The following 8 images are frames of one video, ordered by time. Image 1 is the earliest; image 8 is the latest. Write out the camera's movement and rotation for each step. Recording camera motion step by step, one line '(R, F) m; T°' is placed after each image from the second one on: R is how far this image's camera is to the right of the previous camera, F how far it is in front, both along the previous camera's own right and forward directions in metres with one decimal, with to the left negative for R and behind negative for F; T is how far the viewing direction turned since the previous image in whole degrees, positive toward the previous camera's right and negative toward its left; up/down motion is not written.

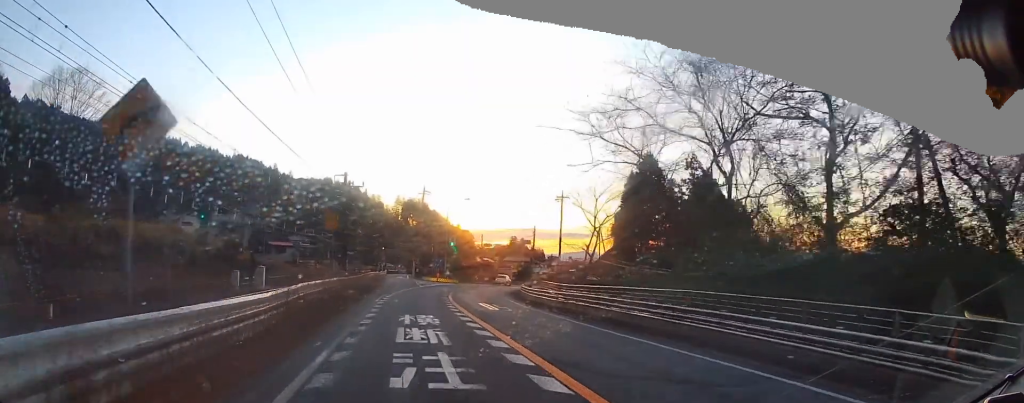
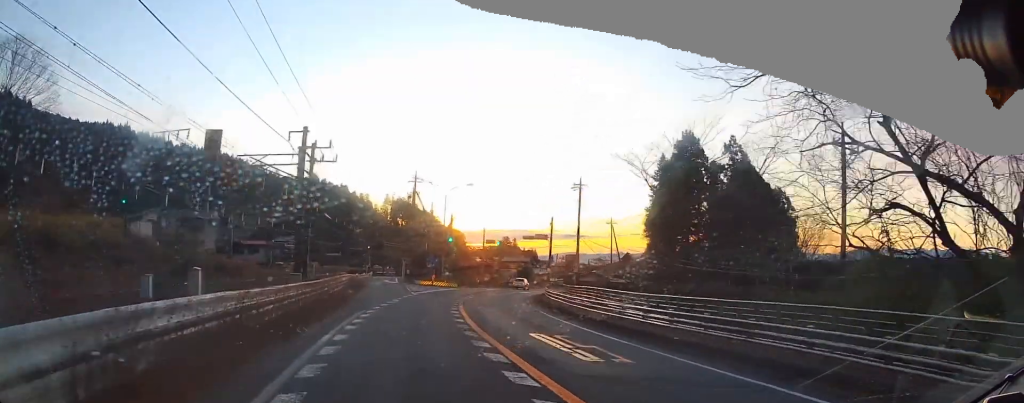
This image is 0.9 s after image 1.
(-0.4, +14.2) m; 0°
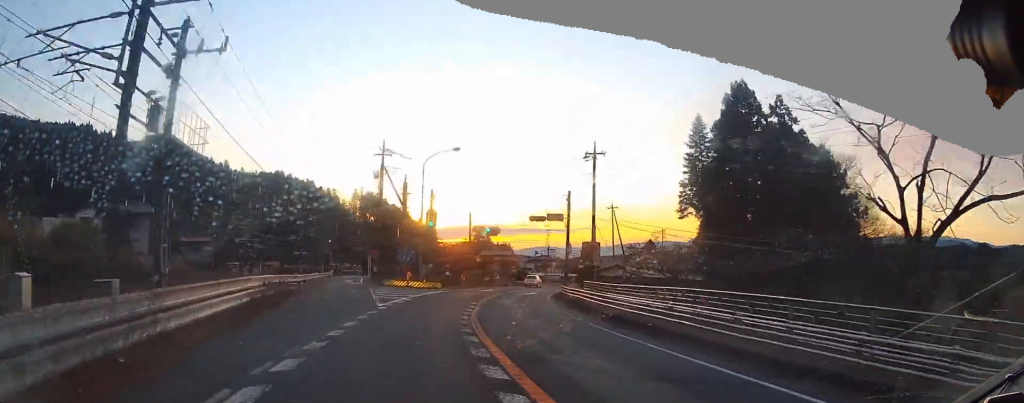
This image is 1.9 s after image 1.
(+0.8, +17.3) m; +3°
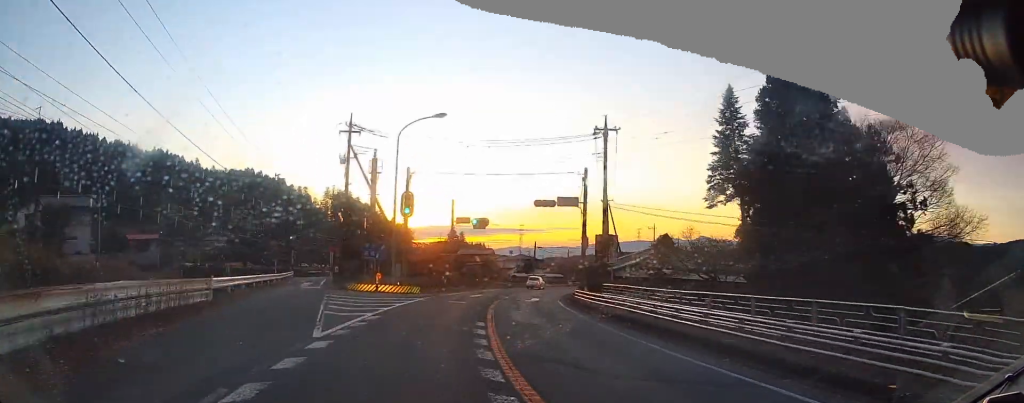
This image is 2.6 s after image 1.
(+0.4, +10.7) m; 0°
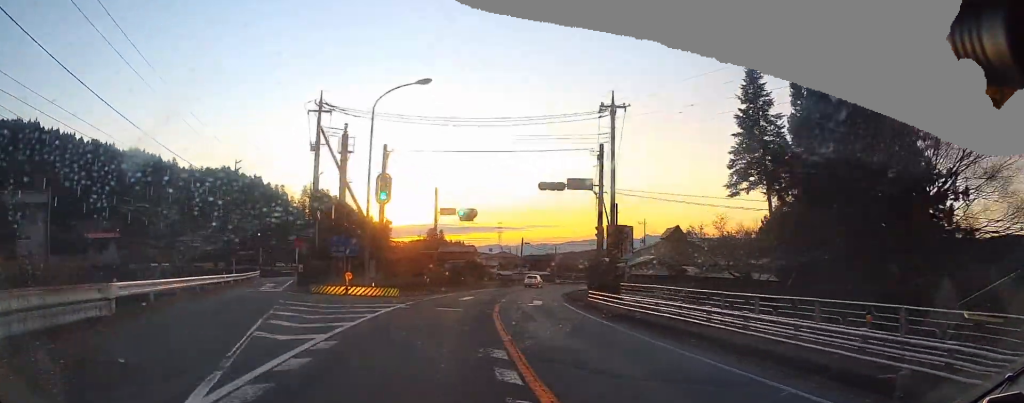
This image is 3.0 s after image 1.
(-0.4, +6.8) m; 0°
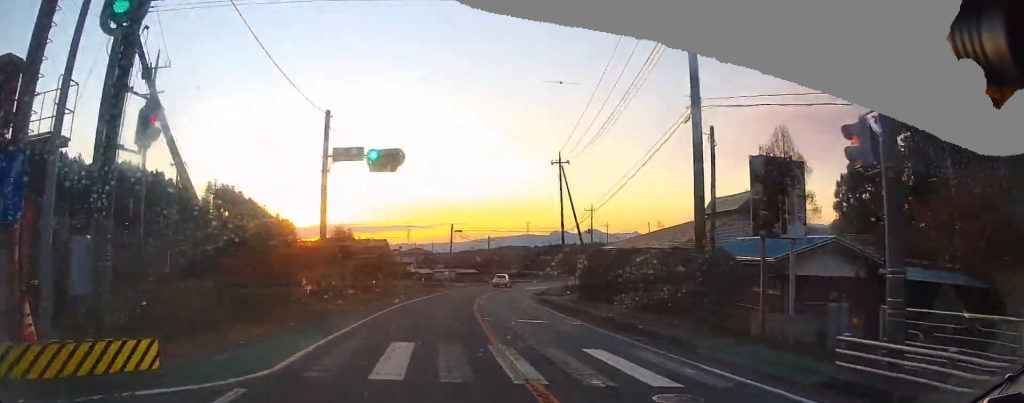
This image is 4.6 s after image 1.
(+1.0, +23.5) m; +7°
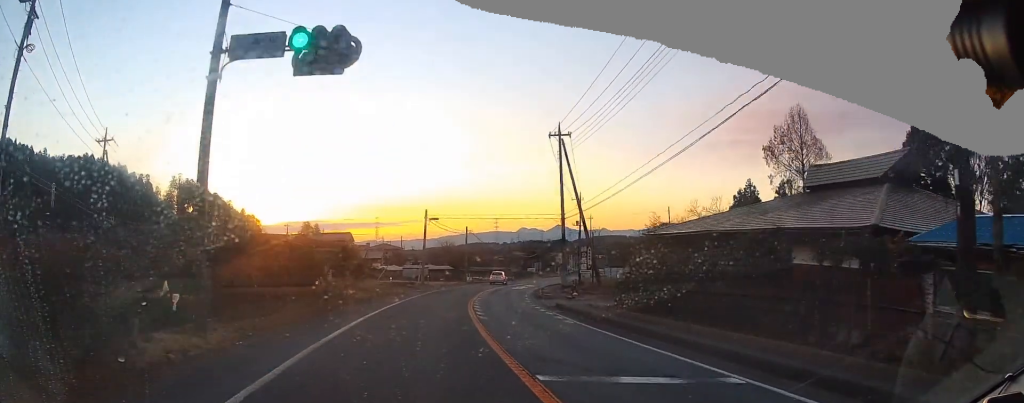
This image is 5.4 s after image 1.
(+0.4, +12.0) m; +1°
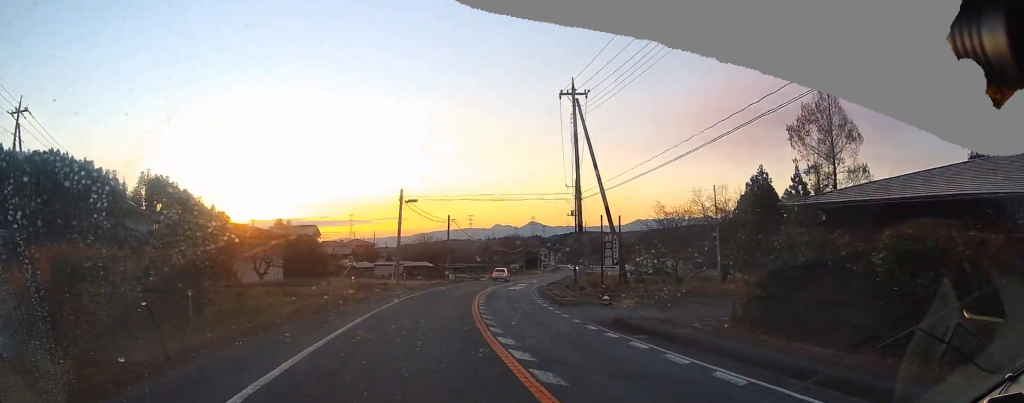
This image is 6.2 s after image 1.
(-0.1, +11.7) m; +4°
